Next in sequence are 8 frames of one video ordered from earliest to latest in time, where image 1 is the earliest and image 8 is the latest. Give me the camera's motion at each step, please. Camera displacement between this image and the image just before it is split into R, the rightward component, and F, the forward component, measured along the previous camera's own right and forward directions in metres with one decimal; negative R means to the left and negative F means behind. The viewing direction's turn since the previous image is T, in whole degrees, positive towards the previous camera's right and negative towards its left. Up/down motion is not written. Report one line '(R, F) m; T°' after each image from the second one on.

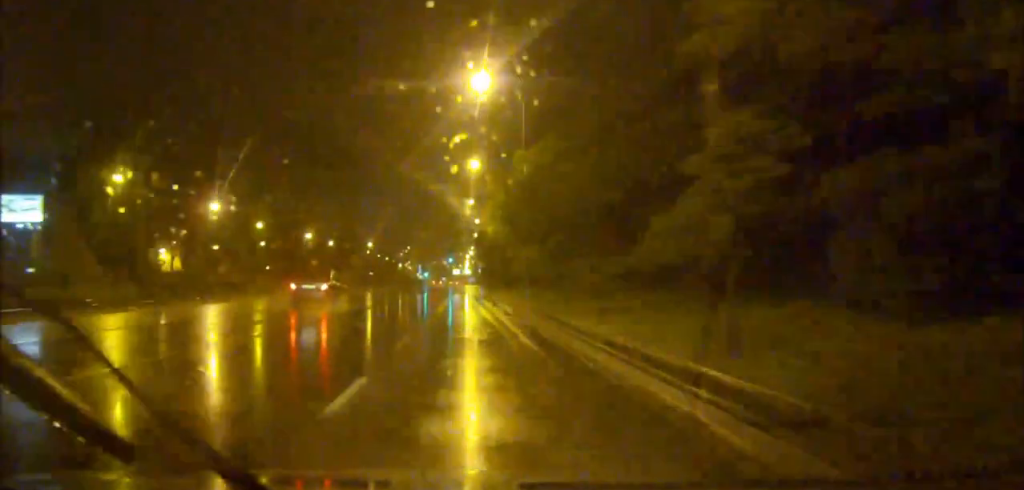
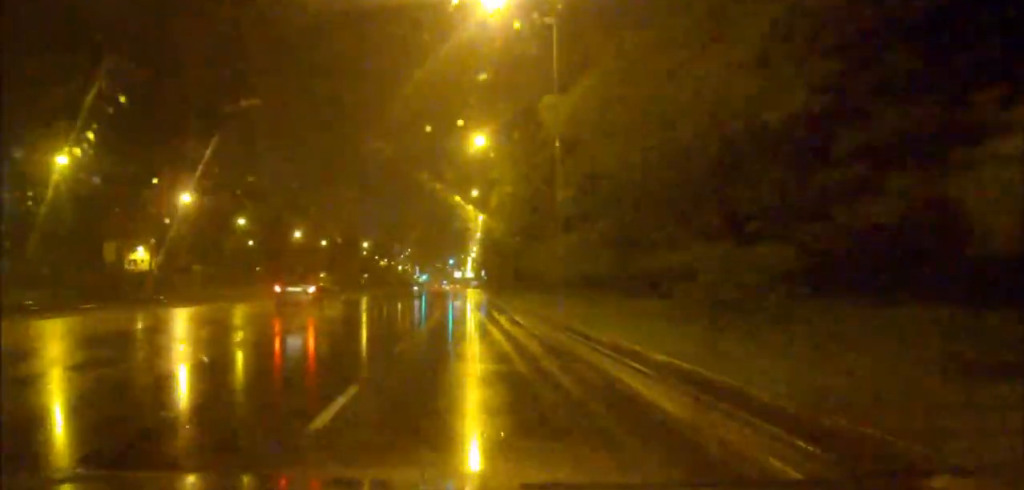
(0.0, +12.3) m; 0°
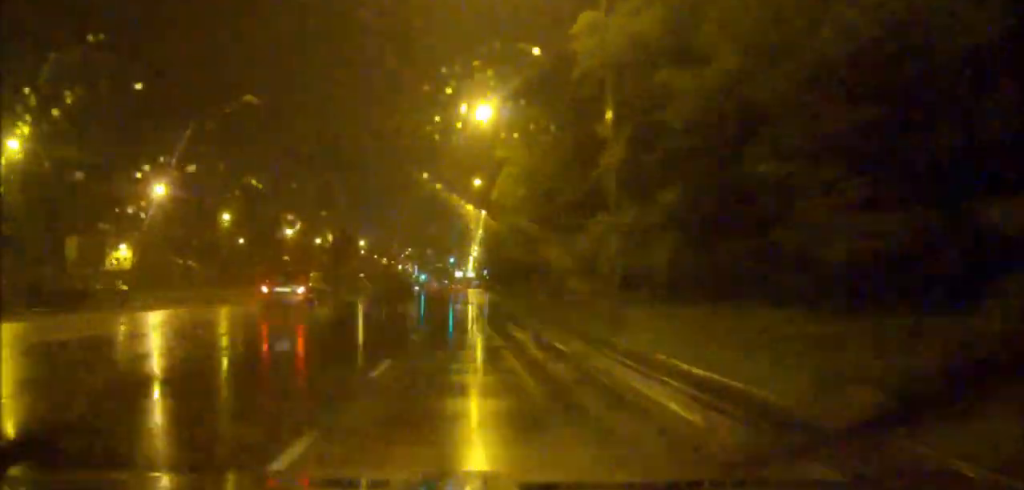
(0.0, +8.7) m; 0°
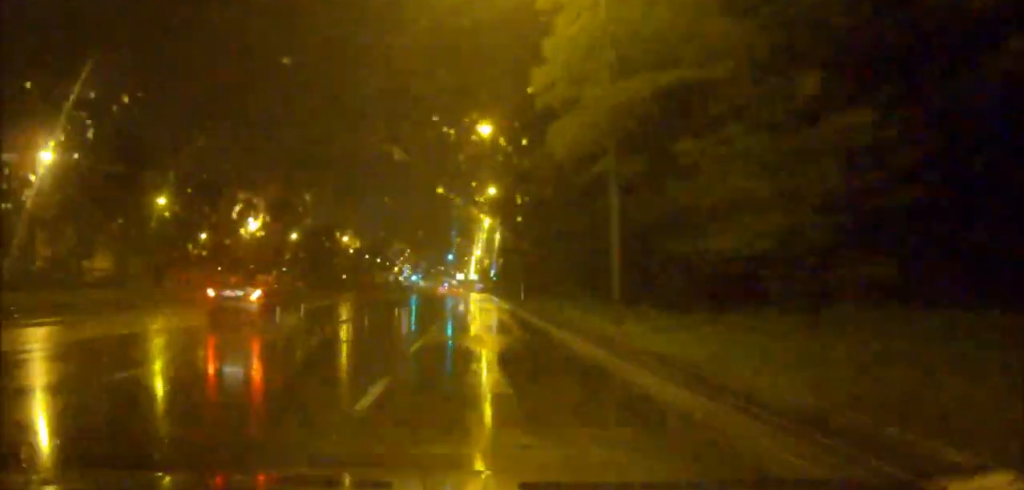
(0.0, +26.1) m; 0°
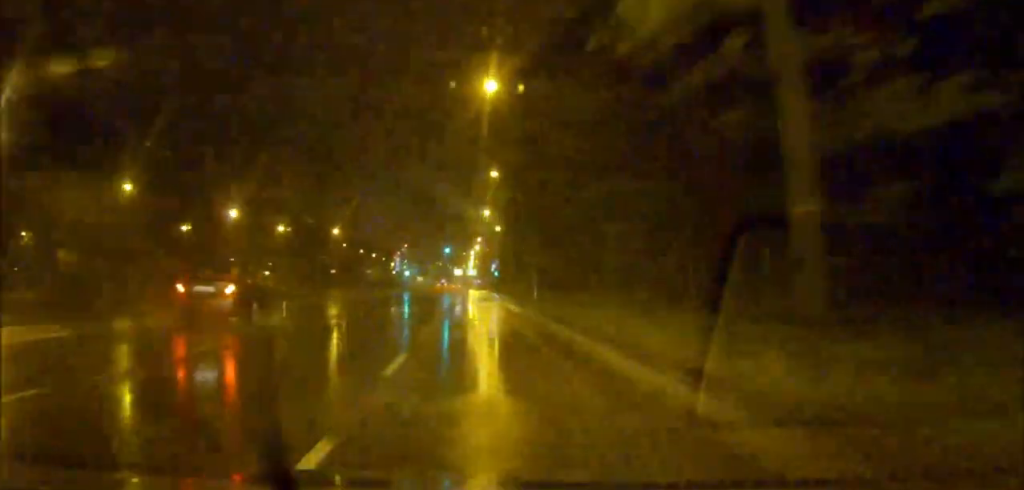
(0.0, +9.4) m; 0°
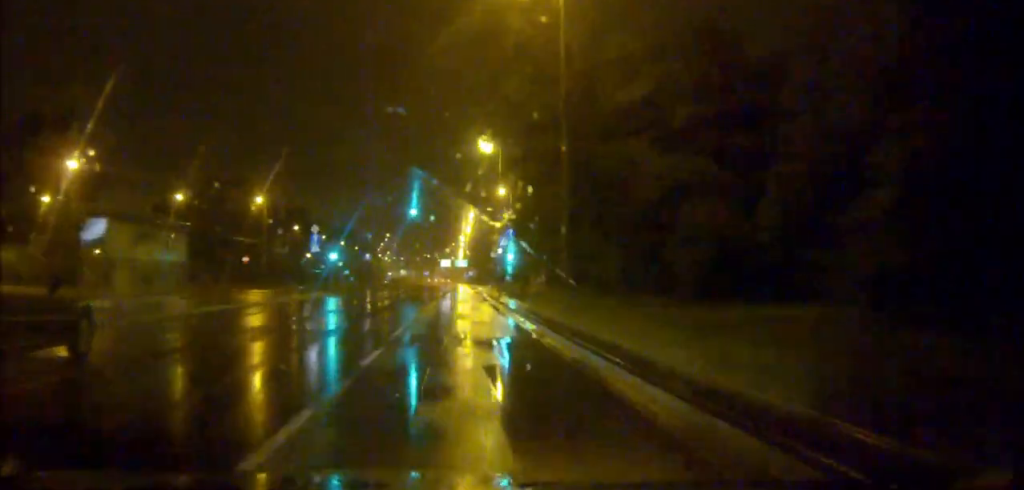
(+0.1, +45.9) m; 0°
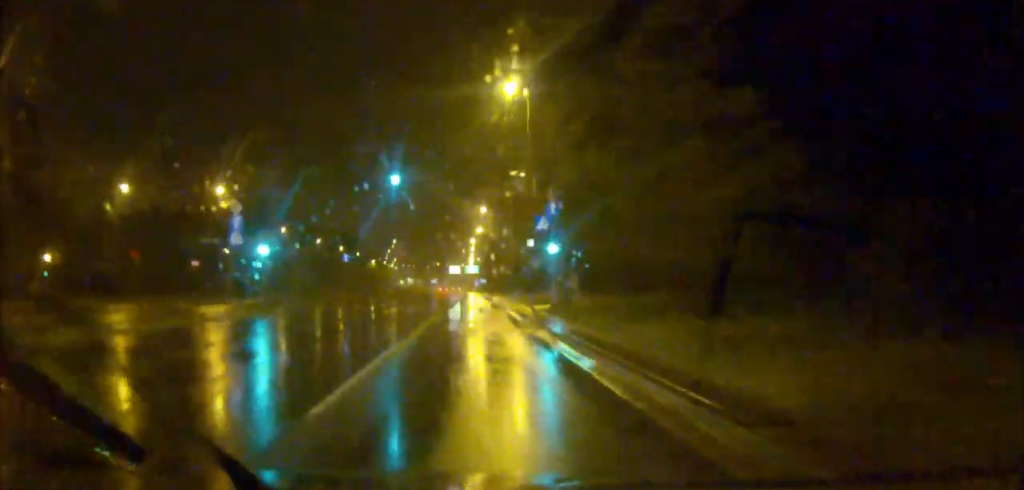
(-0.1, +18.6) m; 0°
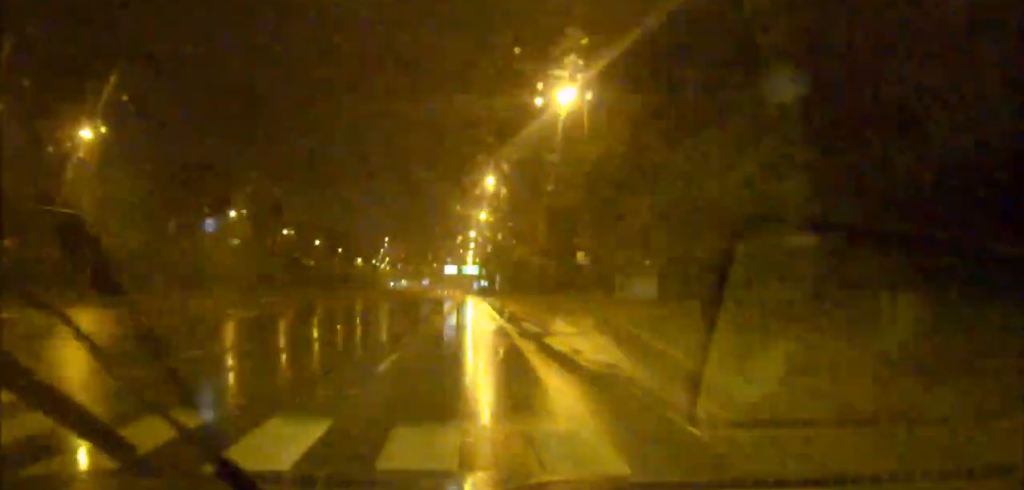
(+0.1, +29.3) m; +1°
